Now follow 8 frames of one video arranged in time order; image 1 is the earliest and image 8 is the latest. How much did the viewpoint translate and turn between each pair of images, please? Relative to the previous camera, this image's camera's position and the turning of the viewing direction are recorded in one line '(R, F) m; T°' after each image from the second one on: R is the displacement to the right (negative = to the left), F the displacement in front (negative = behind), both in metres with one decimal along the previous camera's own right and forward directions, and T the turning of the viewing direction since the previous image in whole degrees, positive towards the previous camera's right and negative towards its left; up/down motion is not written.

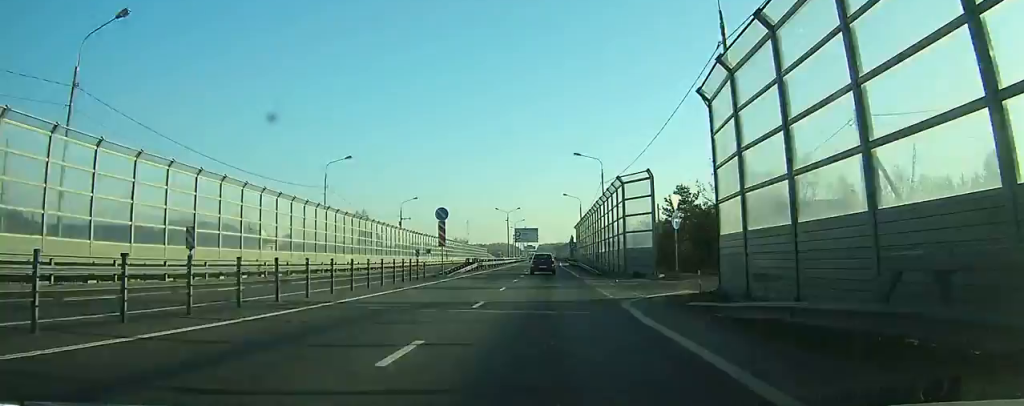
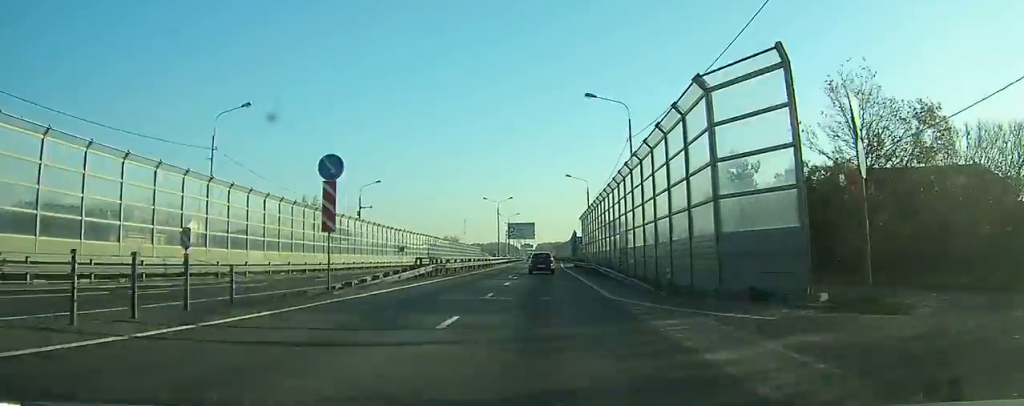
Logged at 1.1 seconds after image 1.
(0.0, +20.6) m; 0°
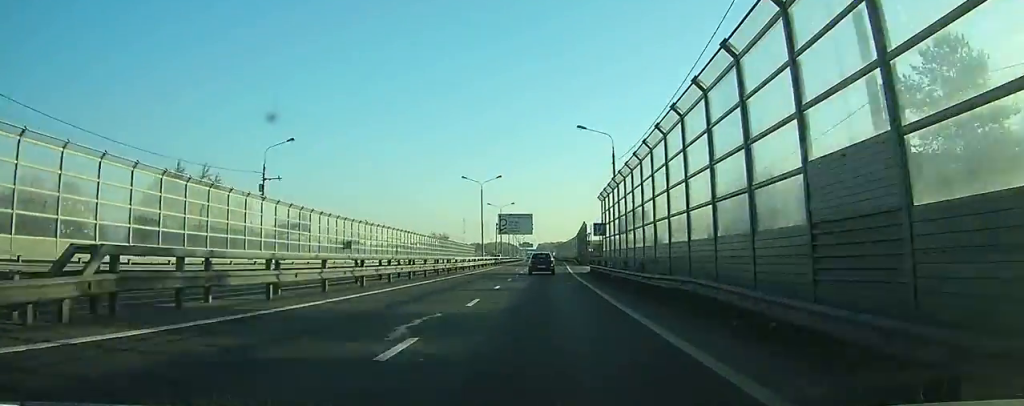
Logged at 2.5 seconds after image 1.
(0.0, +27.0) m; 0°
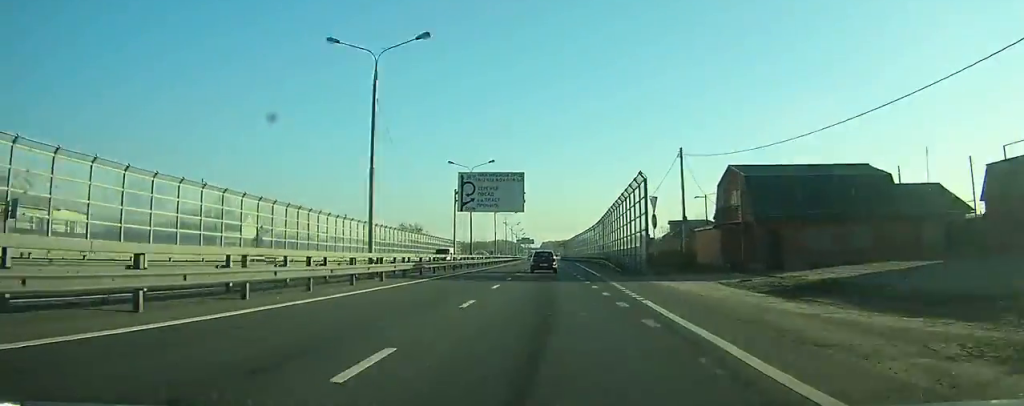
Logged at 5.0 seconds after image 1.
(0.0, +49.4) m; 0°
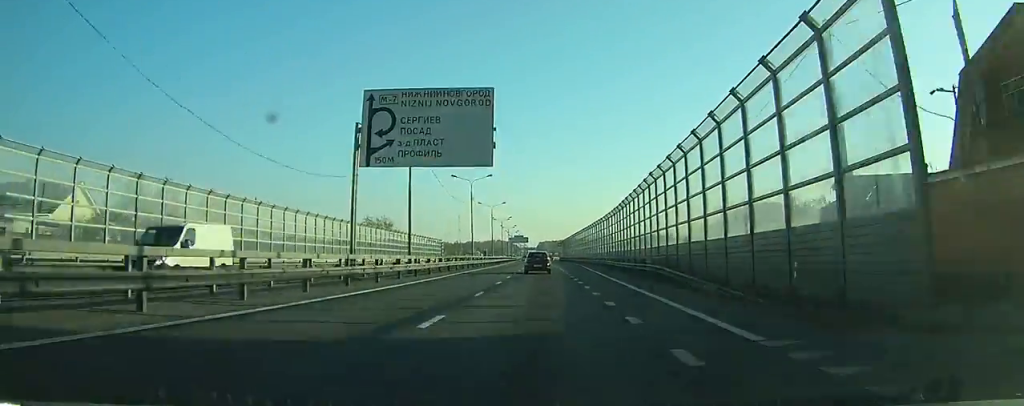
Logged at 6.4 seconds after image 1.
(0.0, +27.5) m; 0°
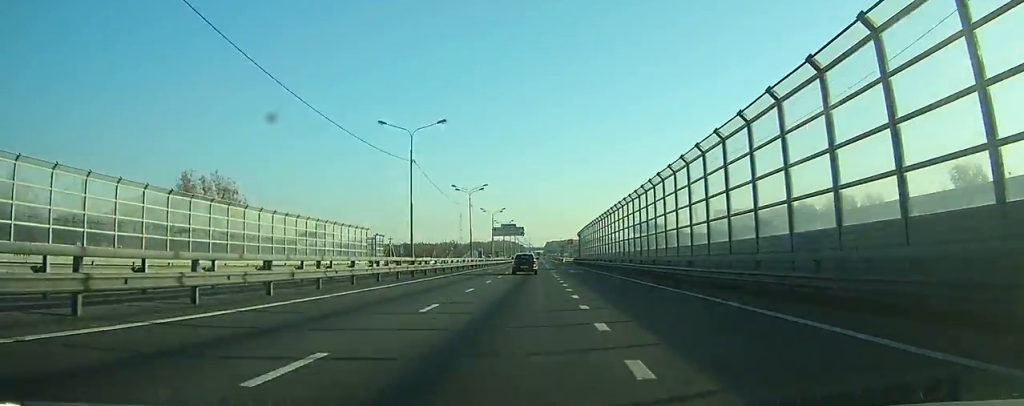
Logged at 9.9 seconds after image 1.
(+0.5, +69.0) m; 0°
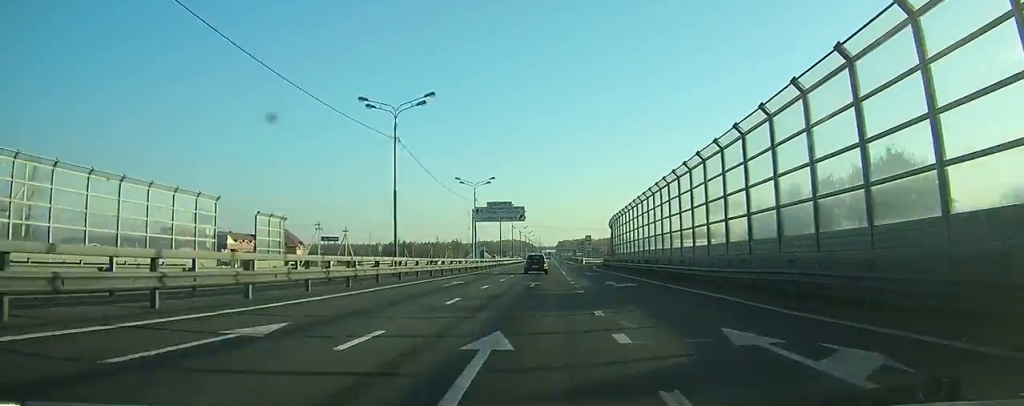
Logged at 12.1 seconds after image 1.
(-0.5, +45.6) m; -1°
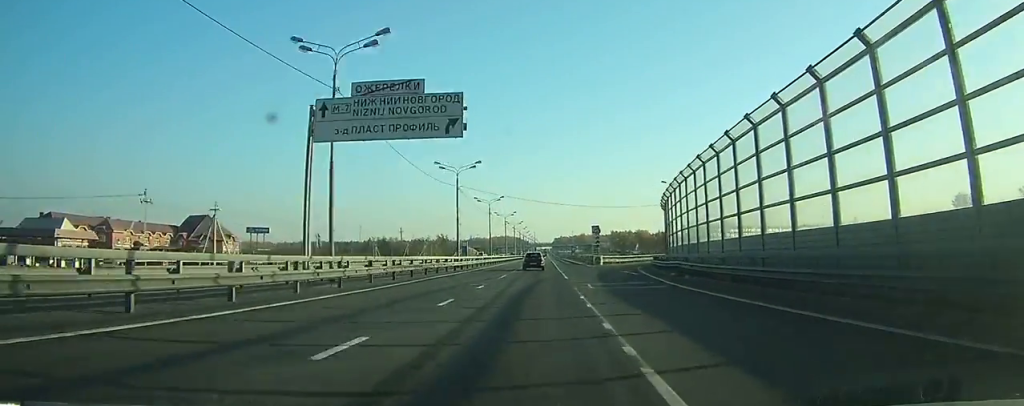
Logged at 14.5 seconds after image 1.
(-0.1, +48.5) m; 0°
